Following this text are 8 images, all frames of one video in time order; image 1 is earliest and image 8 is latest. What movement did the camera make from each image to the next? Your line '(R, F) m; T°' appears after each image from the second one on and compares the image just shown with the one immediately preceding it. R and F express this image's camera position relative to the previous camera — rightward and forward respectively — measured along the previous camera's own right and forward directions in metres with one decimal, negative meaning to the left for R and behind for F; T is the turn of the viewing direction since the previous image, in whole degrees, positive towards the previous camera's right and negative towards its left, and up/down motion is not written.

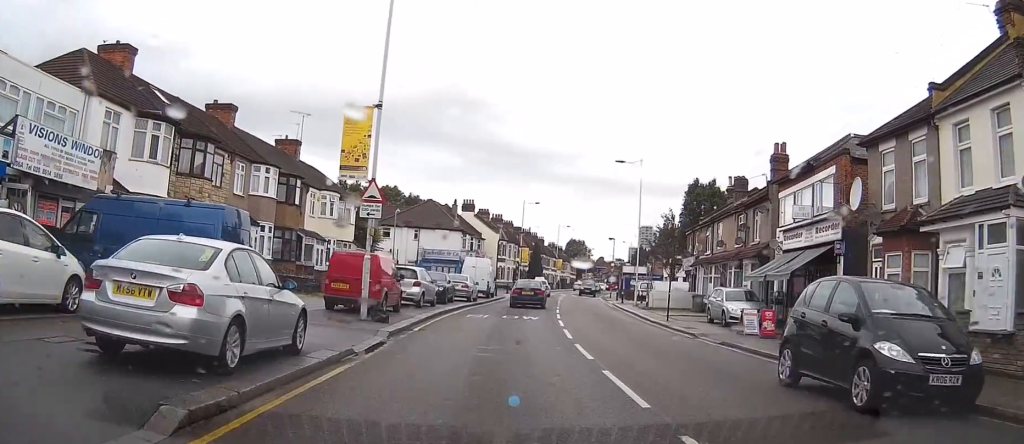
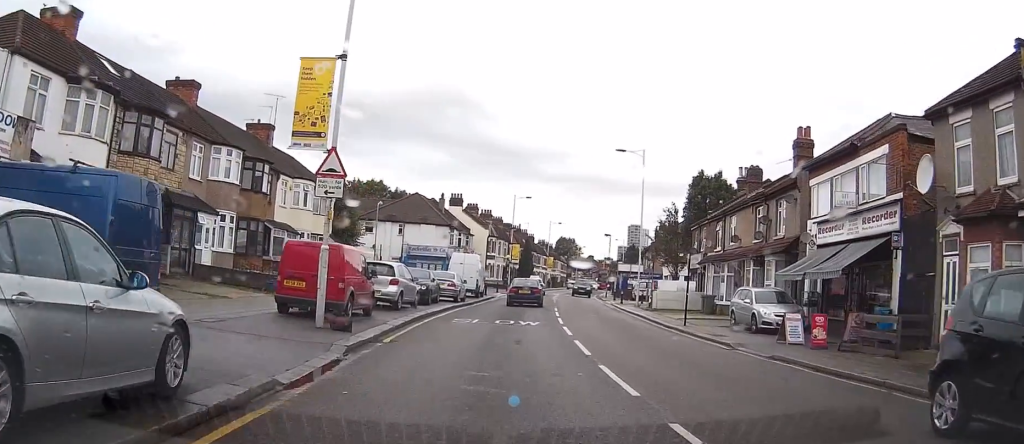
(0.0, +4.5) m; +1°
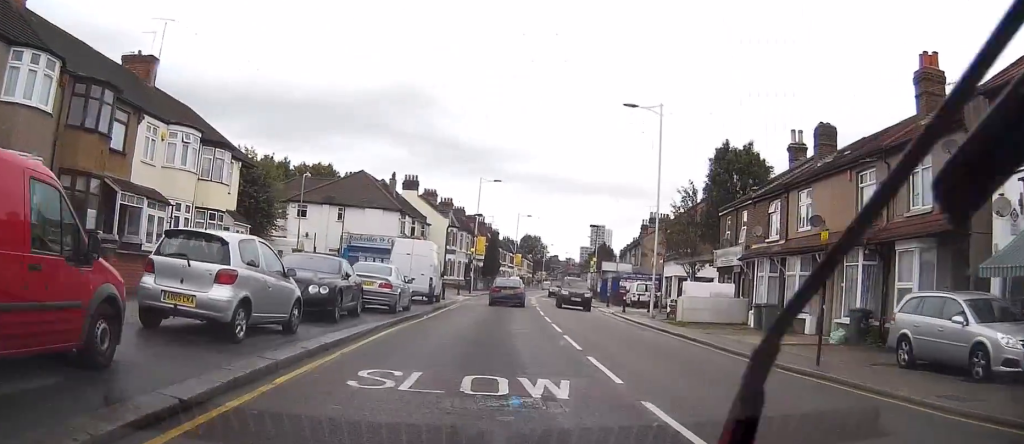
(+0.5, +14.2) m; +3°
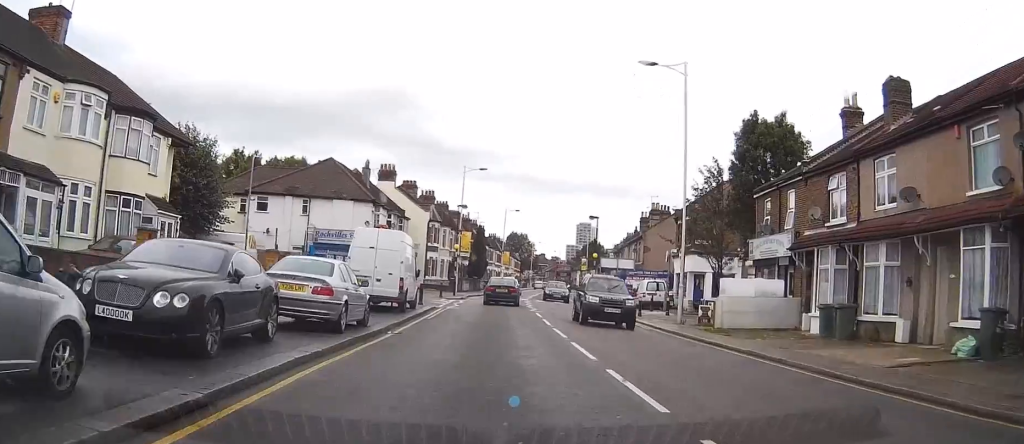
(0.0, +7.6) m; +1°
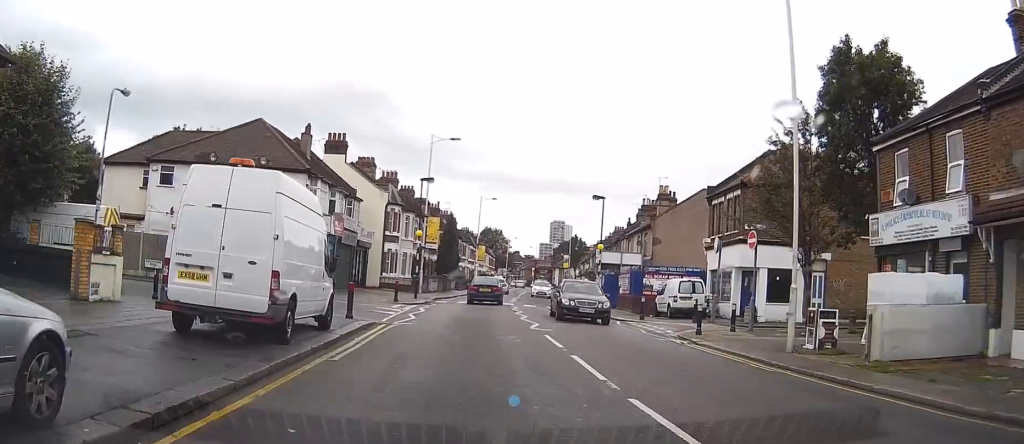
(+0.3, +13.5) m; +1°
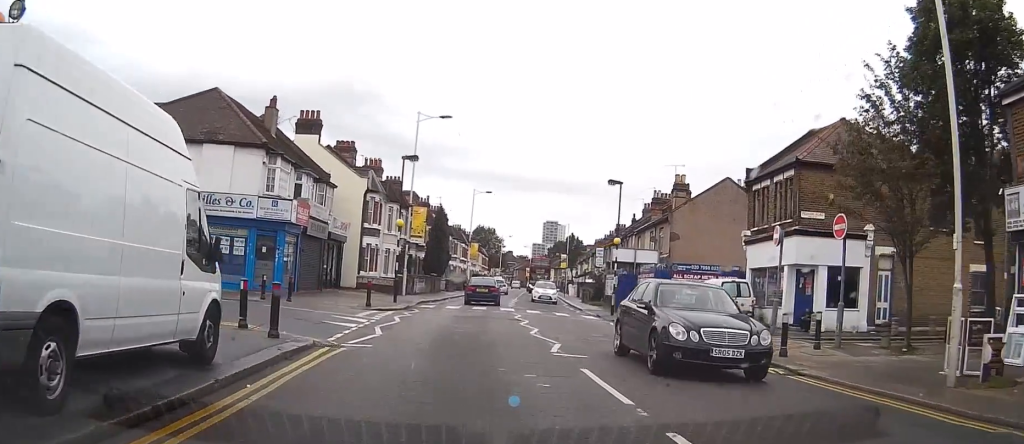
(0.0, +7.2) m; -1°
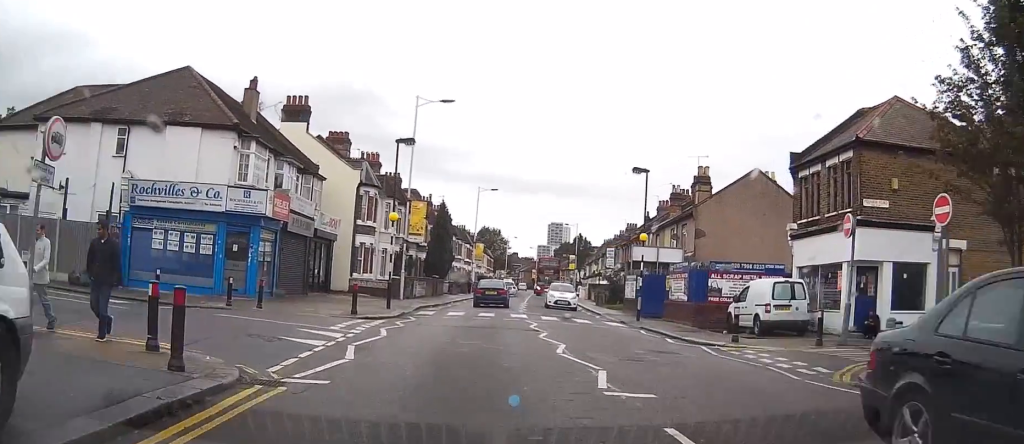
(0.0, +4.8) m; -1°
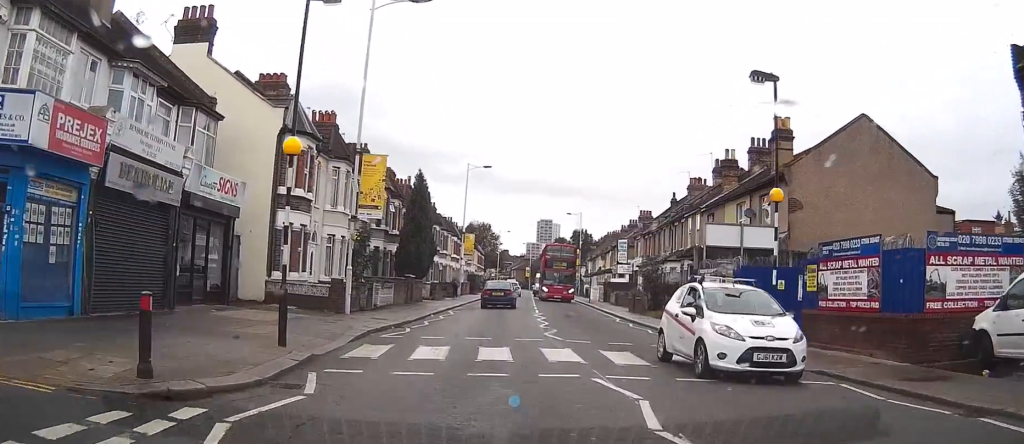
(-0.1, +15.5) m; 0°
